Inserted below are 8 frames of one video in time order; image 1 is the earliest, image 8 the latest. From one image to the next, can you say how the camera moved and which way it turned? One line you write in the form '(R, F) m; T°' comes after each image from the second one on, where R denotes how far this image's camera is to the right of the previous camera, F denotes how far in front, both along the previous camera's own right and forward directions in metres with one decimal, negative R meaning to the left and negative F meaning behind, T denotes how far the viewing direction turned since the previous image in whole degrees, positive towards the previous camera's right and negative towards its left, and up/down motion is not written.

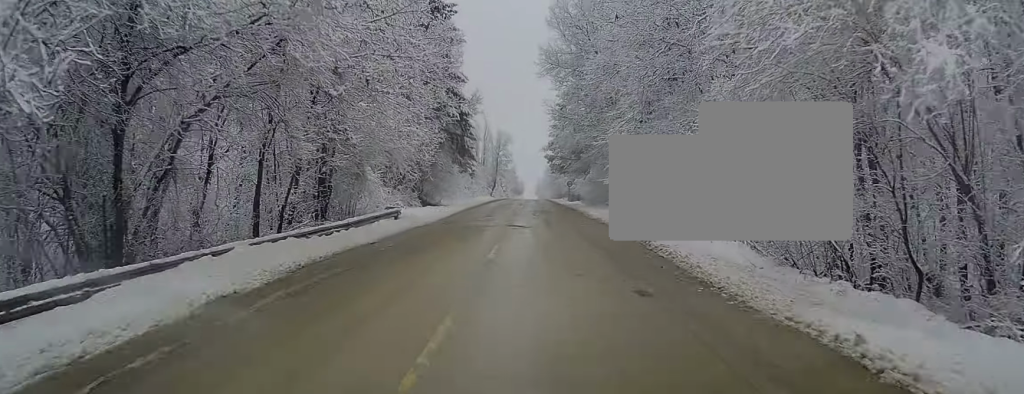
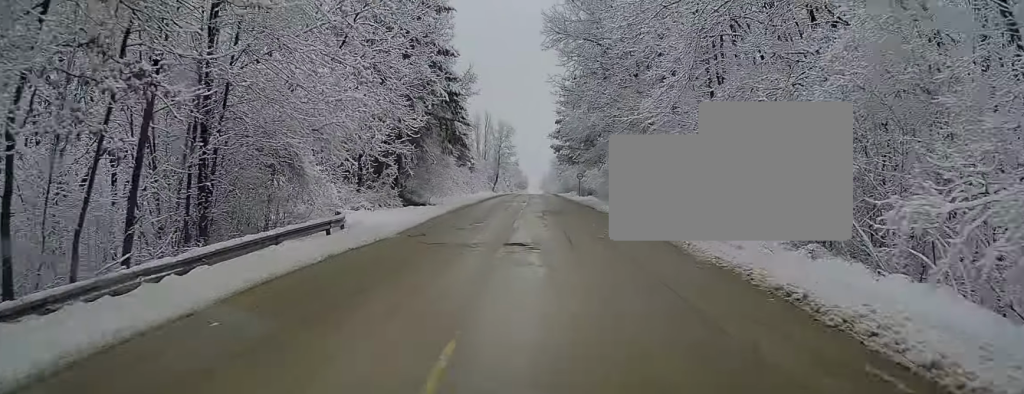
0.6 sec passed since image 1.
(-0.2, +10.1) m; 0°
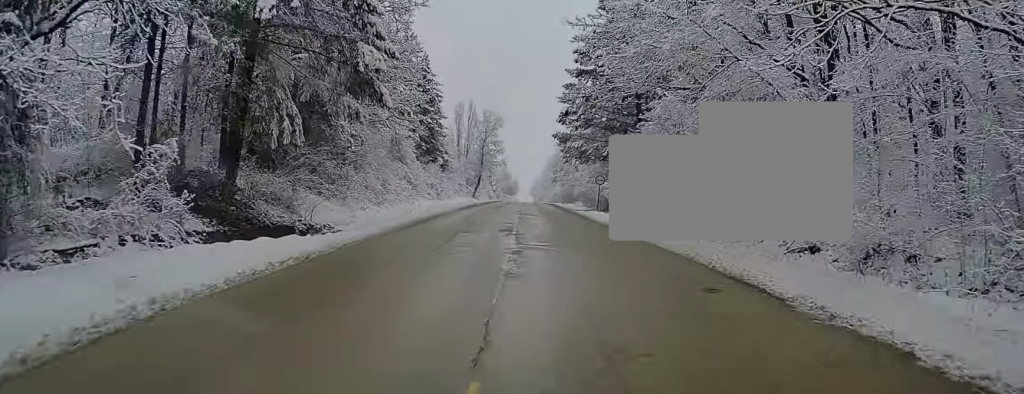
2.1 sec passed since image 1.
(+0.3, +27.9) m; 0°
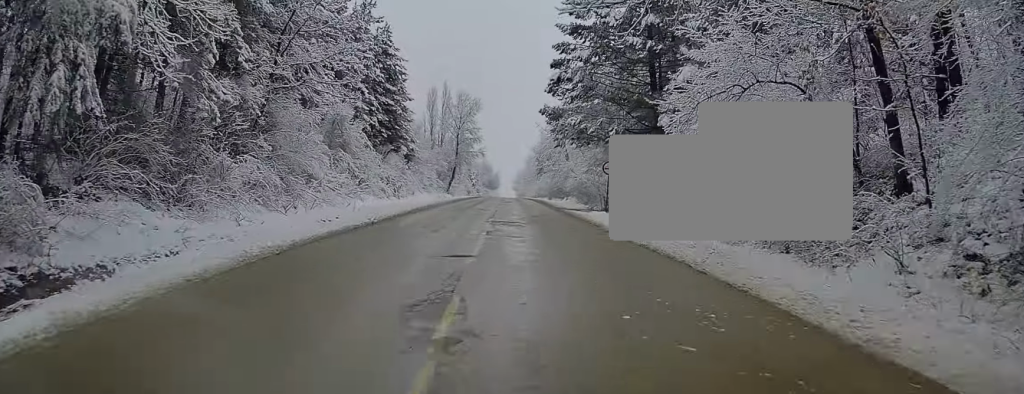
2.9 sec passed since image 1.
(0.0, +14.2) m; -1°
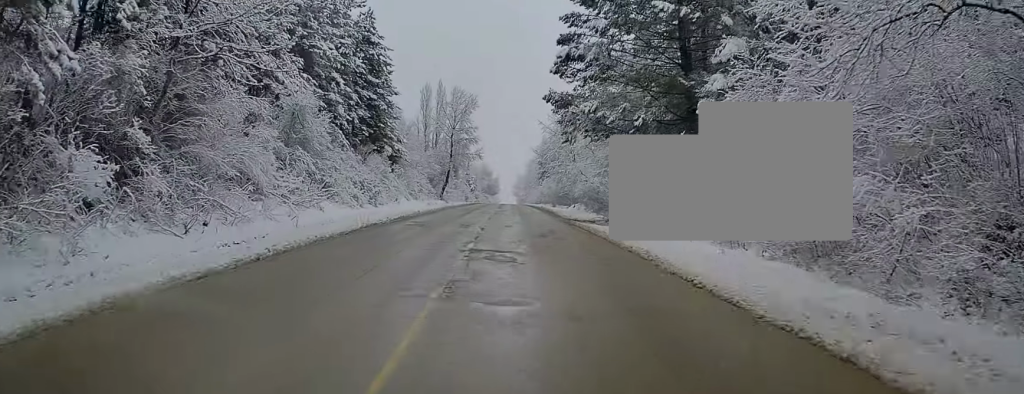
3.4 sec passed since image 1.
(-0.2, +8.9) m; 0°
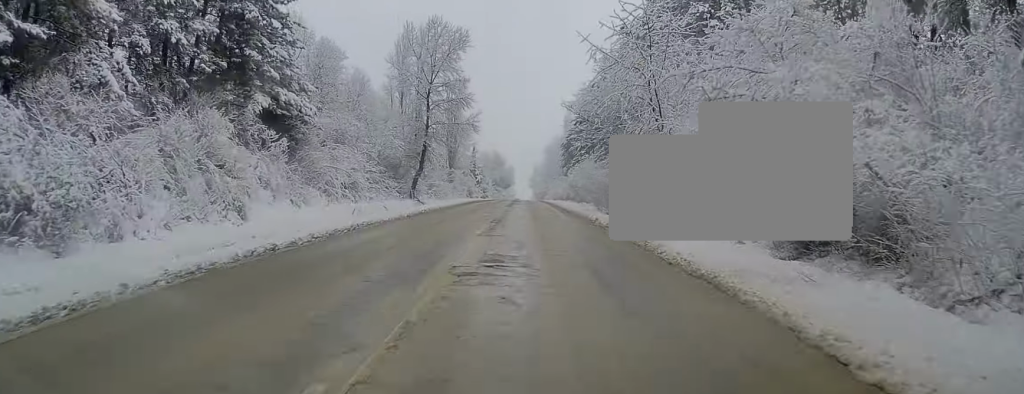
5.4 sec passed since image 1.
(+0.3, +34.4) m; +1°
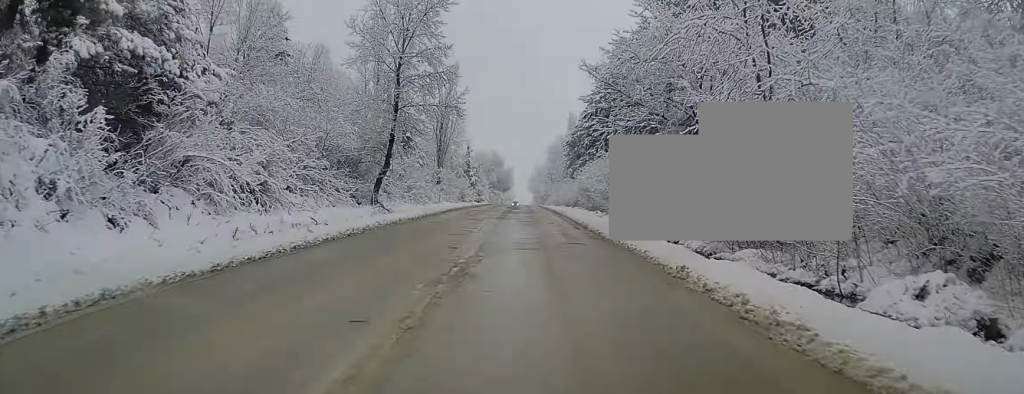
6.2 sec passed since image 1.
(+0.1, +13.3) m; 0°
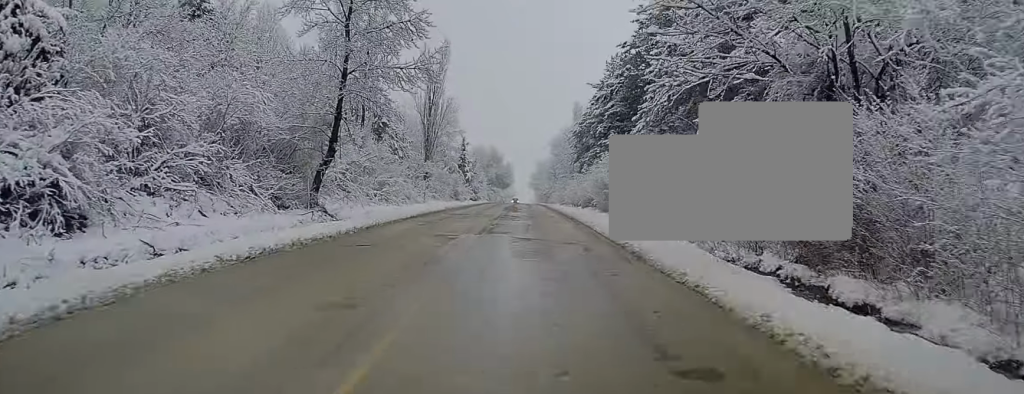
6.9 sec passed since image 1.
(+0.1, +12.3) m; 0°
